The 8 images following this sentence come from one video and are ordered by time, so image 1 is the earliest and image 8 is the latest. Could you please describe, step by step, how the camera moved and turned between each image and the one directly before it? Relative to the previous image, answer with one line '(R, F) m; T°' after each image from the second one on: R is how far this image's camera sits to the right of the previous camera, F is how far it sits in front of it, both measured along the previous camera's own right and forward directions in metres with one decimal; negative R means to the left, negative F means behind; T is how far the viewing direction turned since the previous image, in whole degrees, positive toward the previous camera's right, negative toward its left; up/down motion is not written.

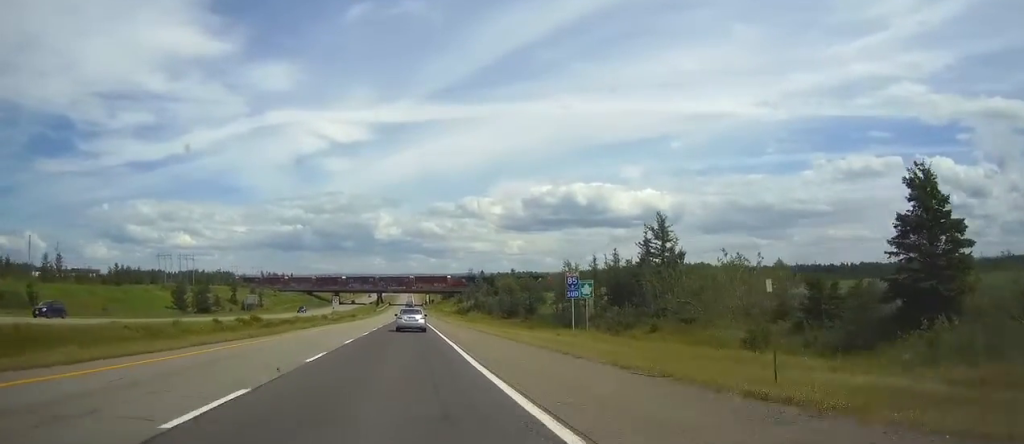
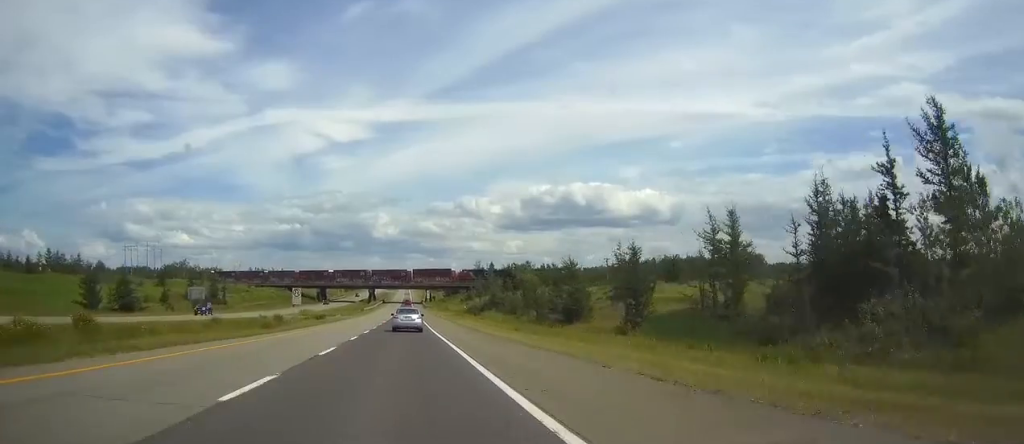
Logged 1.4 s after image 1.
(+0.2, +43.1) m; 0°
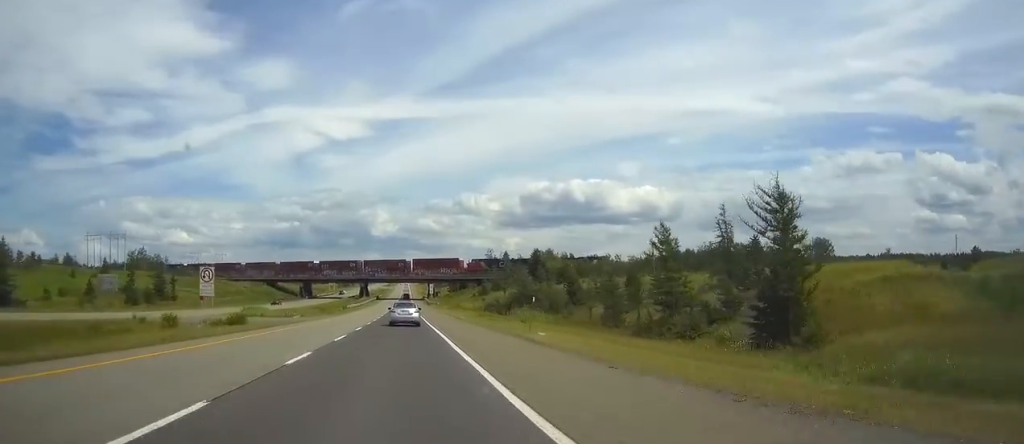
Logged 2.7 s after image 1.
(0.0, +40.3) m; 0°
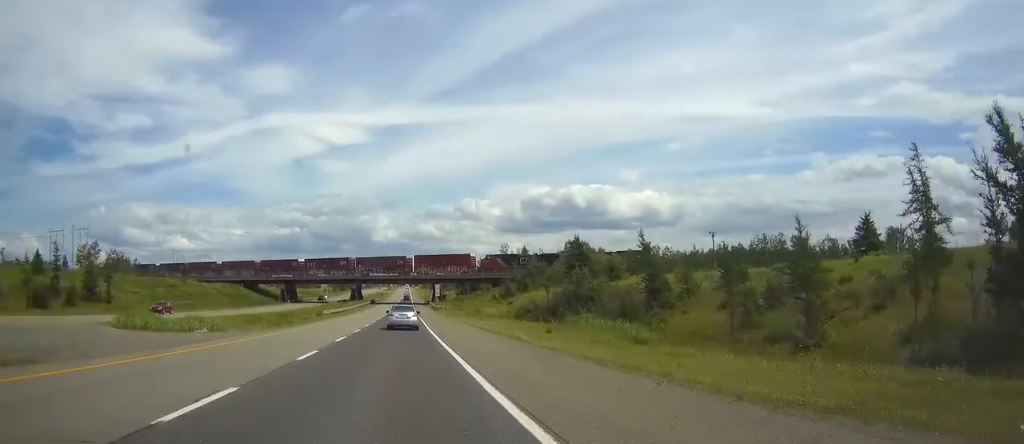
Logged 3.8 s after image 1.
(-0.1, +34.2) m; 0°
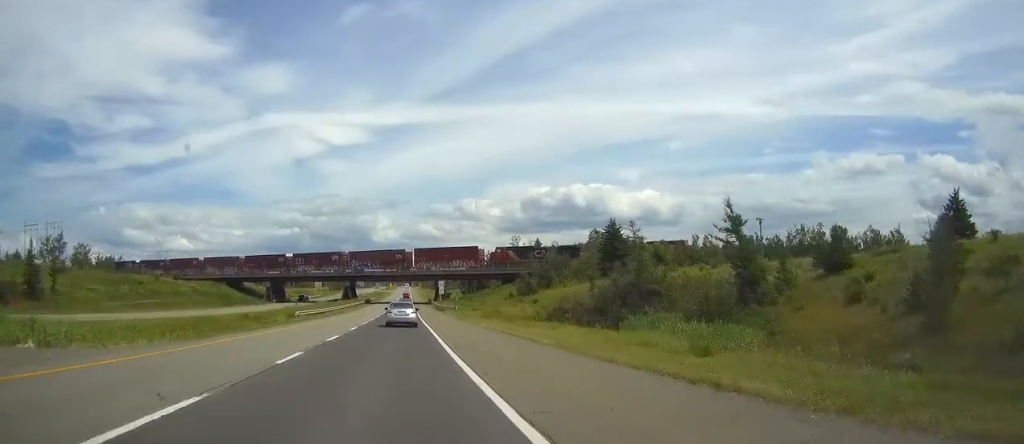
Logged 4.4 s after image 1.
(+0.1, +19.7) m; 0°
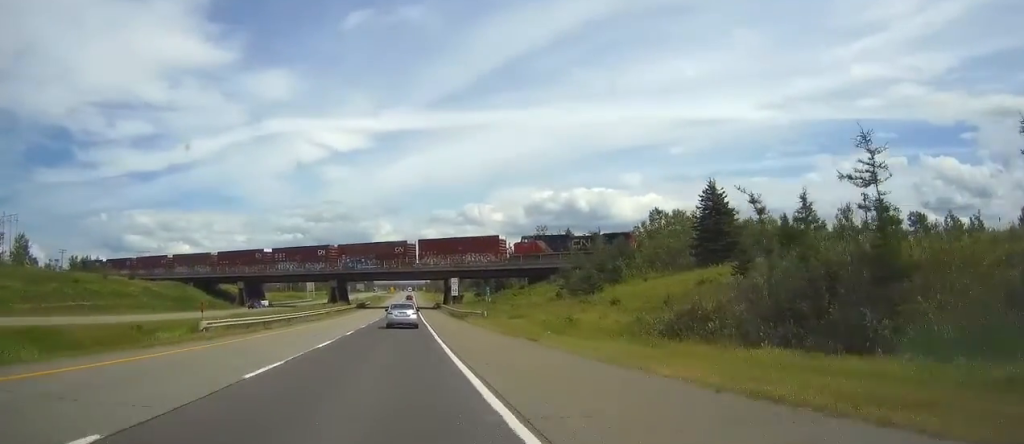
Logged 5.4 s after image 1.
(0.0, +30.1) m; 0°
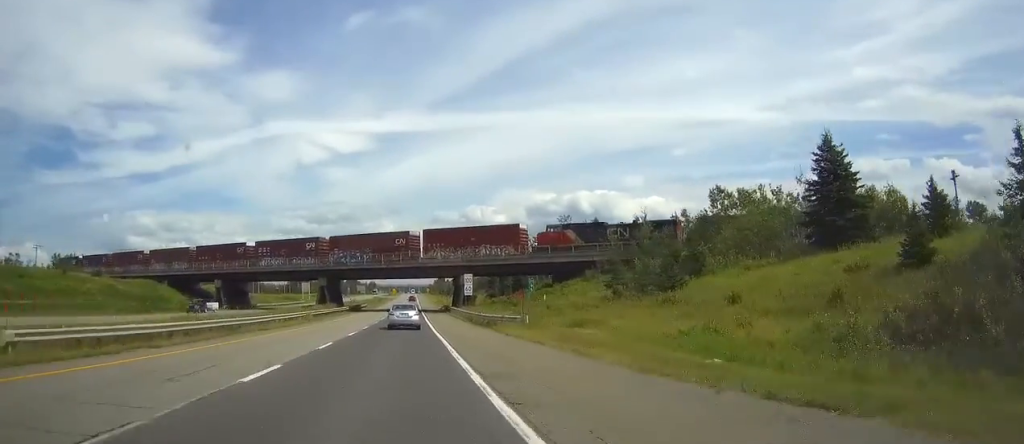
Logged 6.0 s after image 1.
(-0.1, +18.6) m; 0°
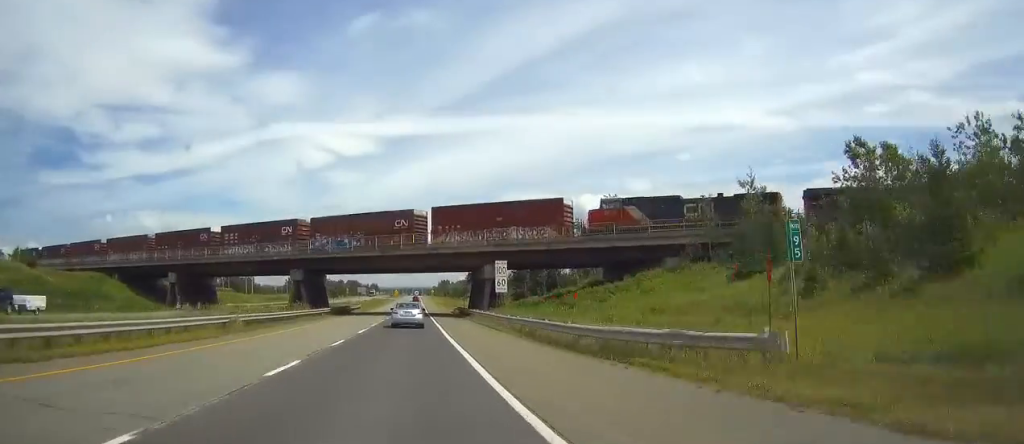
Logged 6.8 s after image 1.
(-0.1, +25.8) m; 0°
